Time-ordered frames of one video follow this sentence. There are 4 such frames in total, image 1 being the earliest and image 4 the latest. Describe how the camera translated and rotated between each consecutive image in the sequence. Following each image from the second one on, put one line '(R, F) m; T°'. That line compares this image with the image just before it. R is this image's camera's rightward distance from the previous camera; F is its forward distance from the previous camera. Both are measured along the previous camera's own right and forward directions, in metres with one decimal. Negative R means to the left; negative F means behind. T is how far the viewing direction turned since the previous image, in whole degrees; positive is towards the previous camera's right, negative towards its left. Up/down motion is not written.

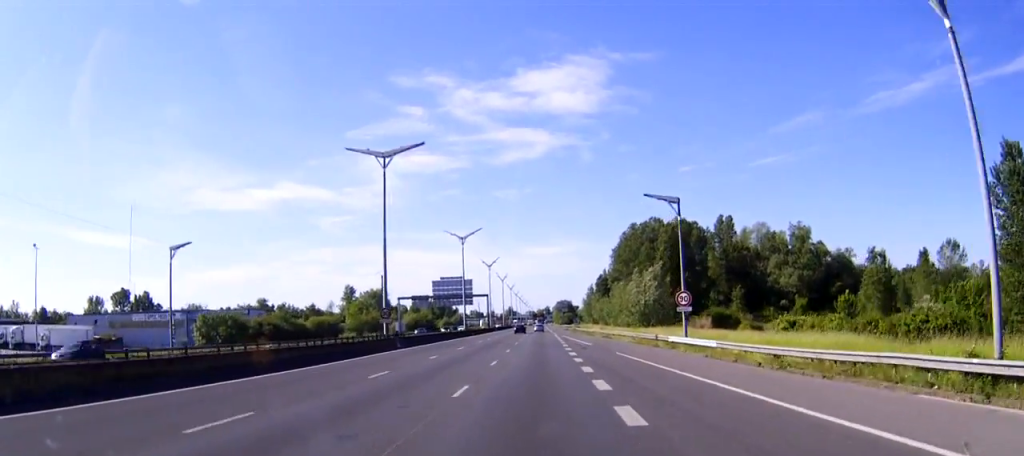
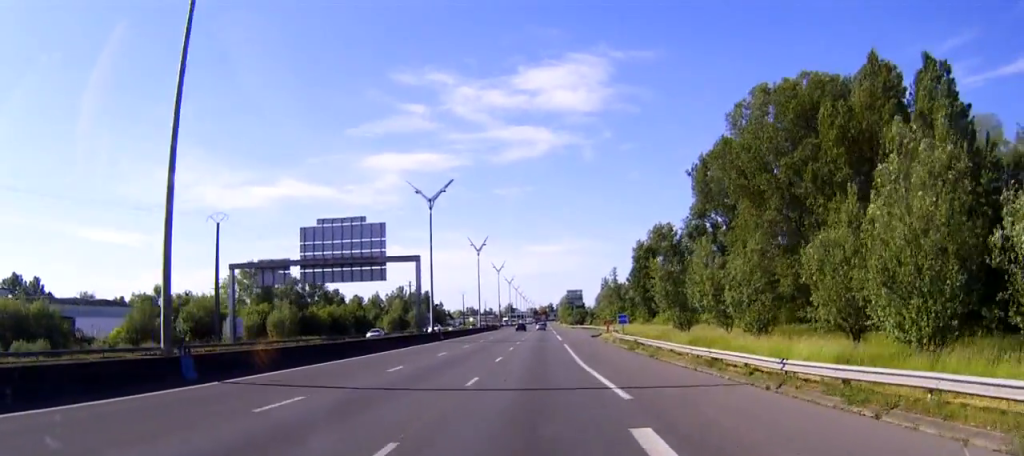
(-0.2, +87.4) m; 0°
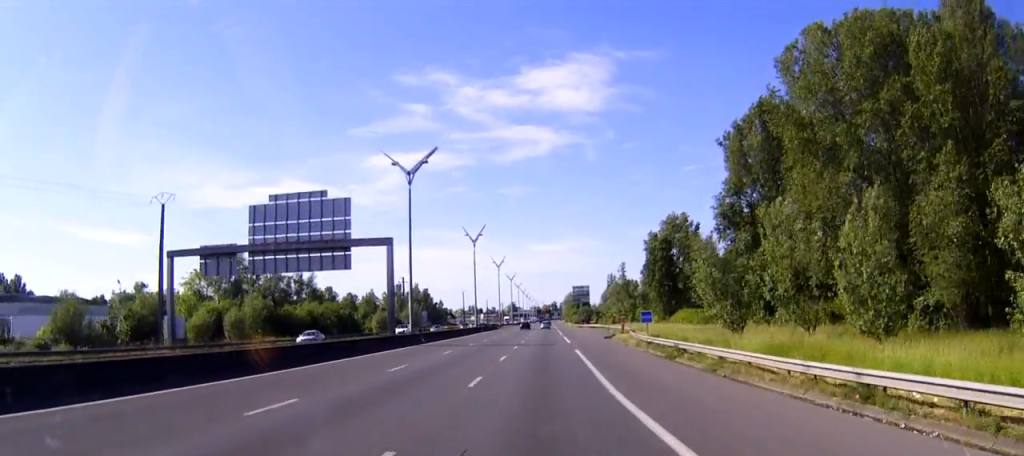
(0.0, +13.9) m; 0°
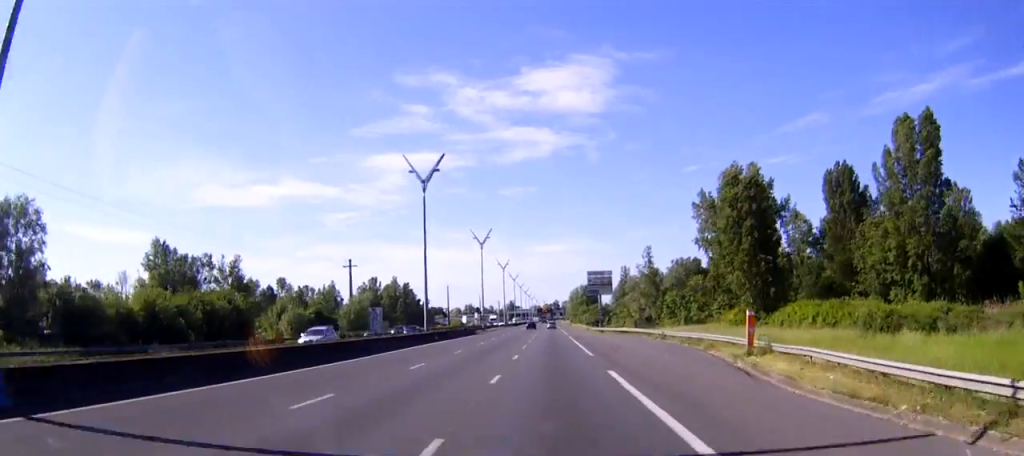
(-0.1, +50.7) m; 0°
